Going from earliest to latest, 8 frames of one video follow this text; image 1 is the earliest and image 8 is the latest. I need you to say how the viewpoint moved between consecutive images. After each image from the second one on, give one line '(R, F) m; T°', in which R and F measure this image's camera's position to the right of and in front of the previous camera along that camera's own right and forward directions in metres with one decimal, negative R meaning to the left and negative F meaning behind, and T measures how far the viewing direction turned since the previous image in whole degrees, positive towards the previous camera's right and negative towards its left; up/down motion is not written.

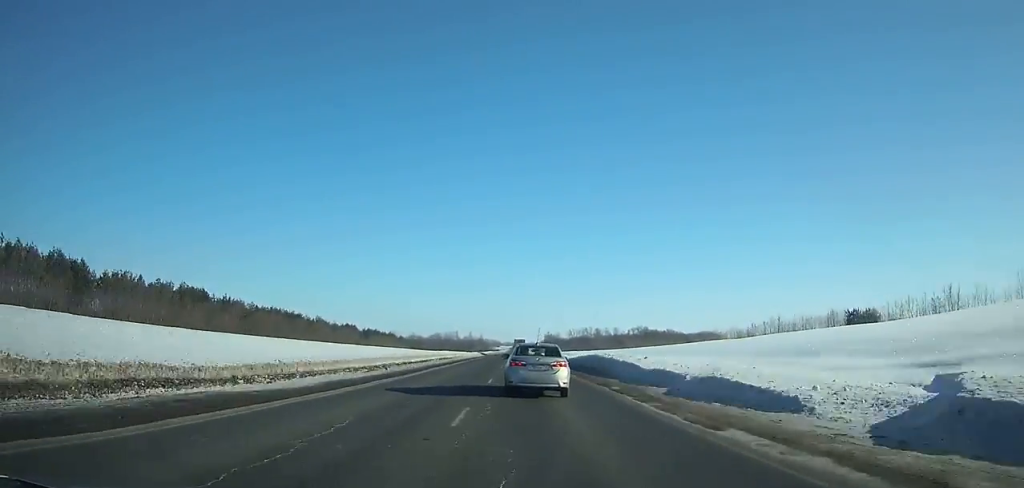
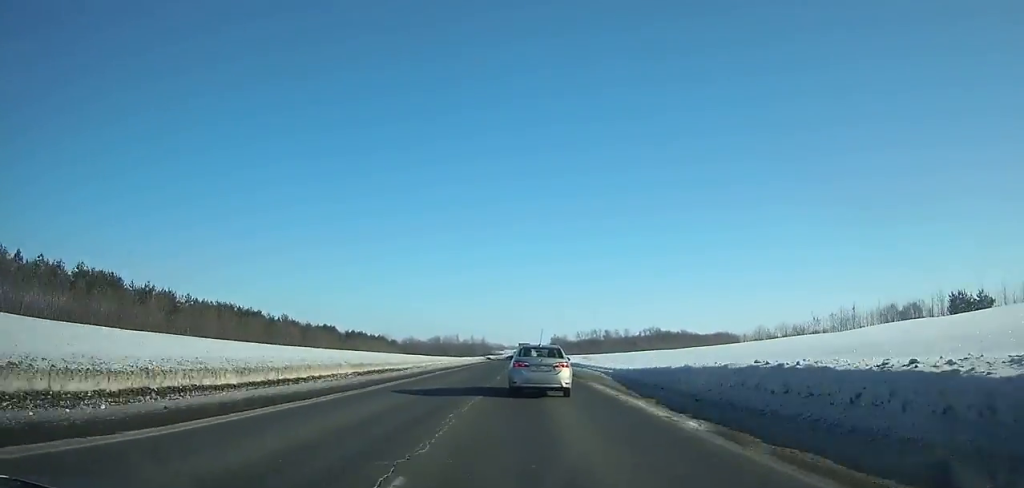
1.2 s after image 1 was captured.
(0.0, +31.0) m; 0°
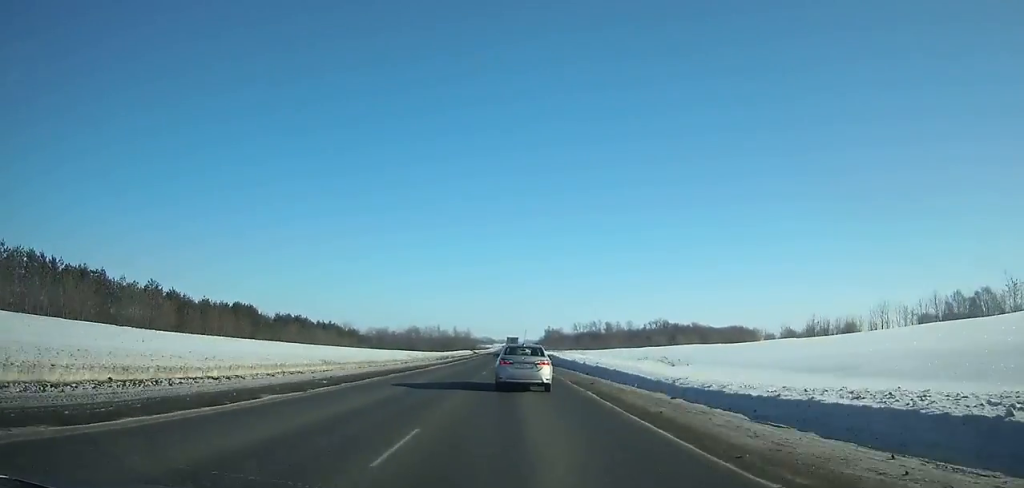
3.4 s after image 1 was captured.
(0.0, +56.0) m; 0°
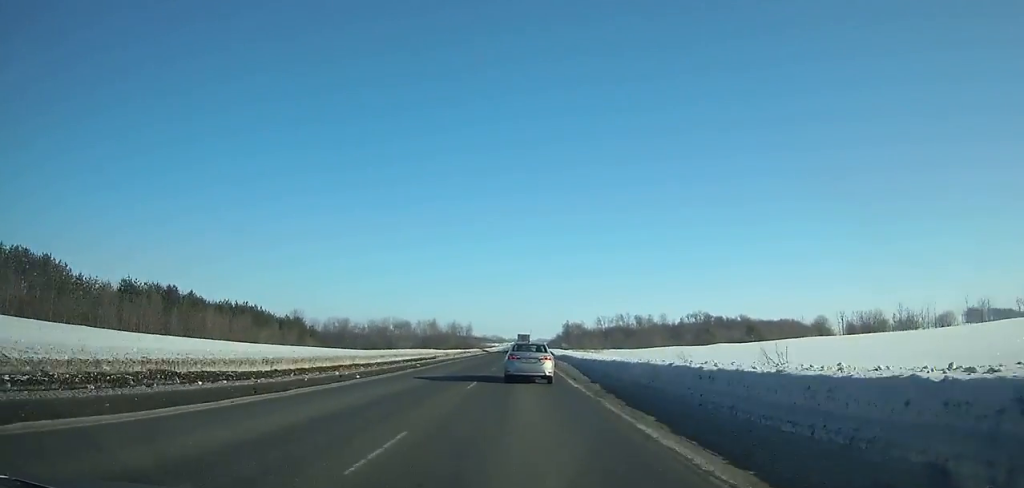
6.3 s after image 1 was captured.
(-0.3, +73.2) m; 0°
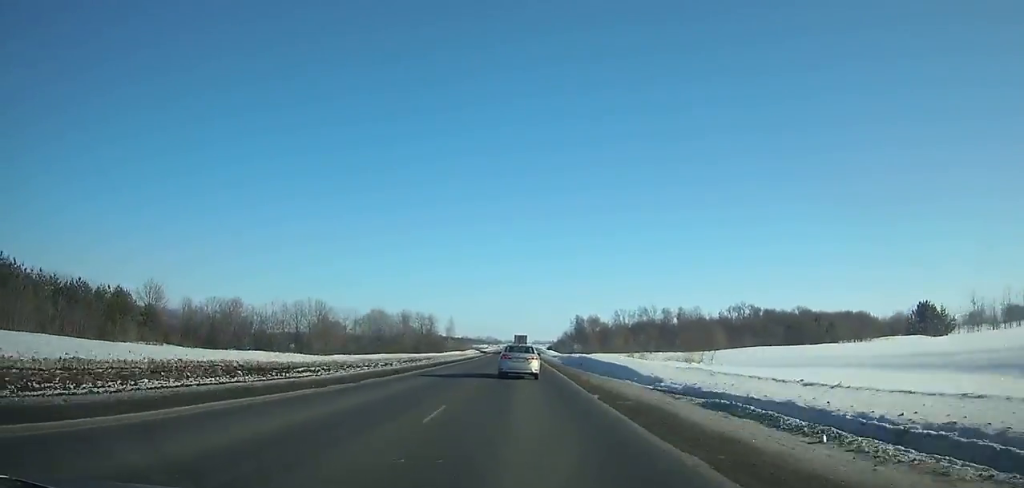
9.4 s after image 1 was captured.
(-0.1, +77.8) m; 0°
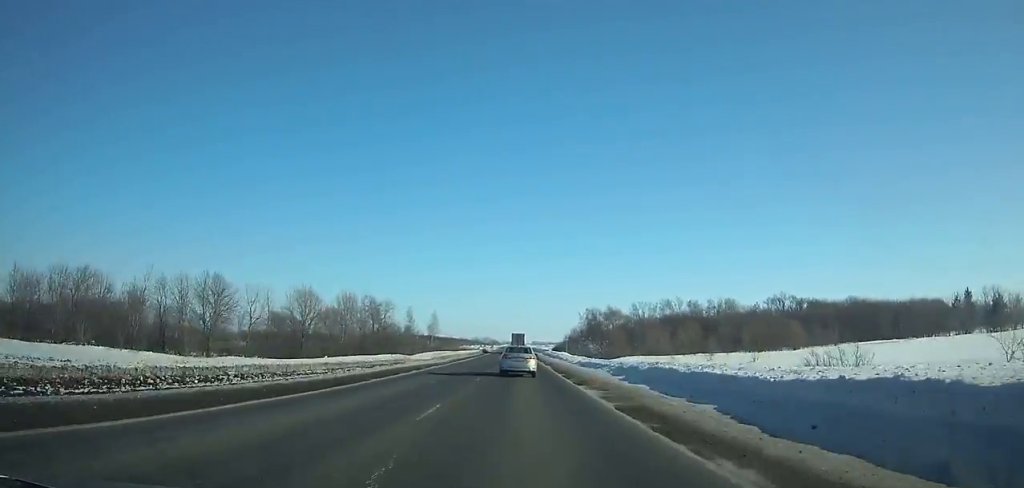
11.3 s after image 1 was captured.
(0.0, +47.7) m; 0°
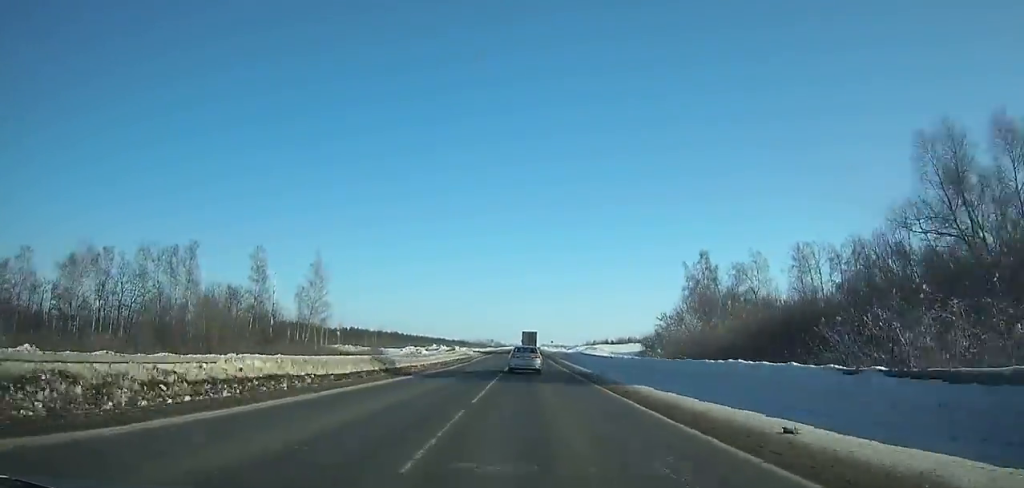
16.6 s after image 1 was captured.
(-0.6, +132.4) m; 0°
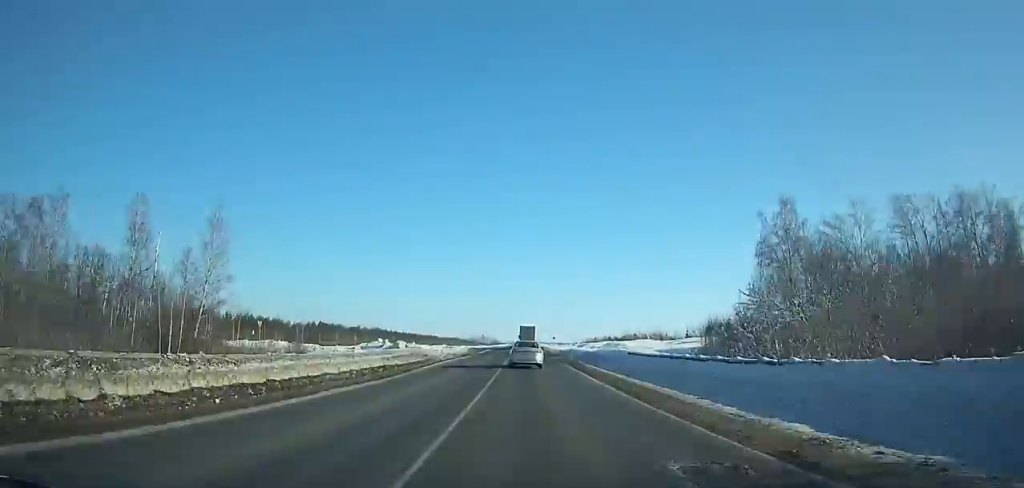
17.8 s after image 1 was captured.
(+0.2, +29.7) m; 0°
